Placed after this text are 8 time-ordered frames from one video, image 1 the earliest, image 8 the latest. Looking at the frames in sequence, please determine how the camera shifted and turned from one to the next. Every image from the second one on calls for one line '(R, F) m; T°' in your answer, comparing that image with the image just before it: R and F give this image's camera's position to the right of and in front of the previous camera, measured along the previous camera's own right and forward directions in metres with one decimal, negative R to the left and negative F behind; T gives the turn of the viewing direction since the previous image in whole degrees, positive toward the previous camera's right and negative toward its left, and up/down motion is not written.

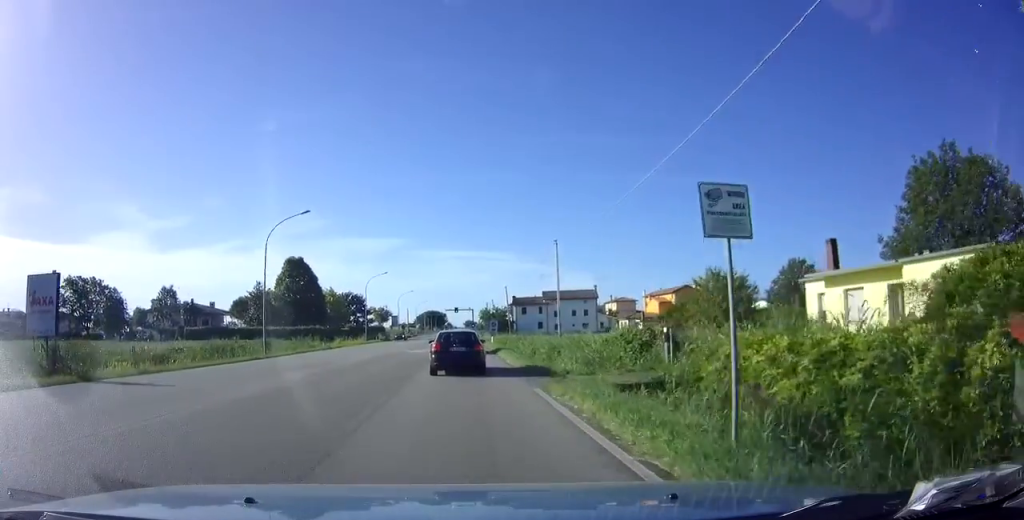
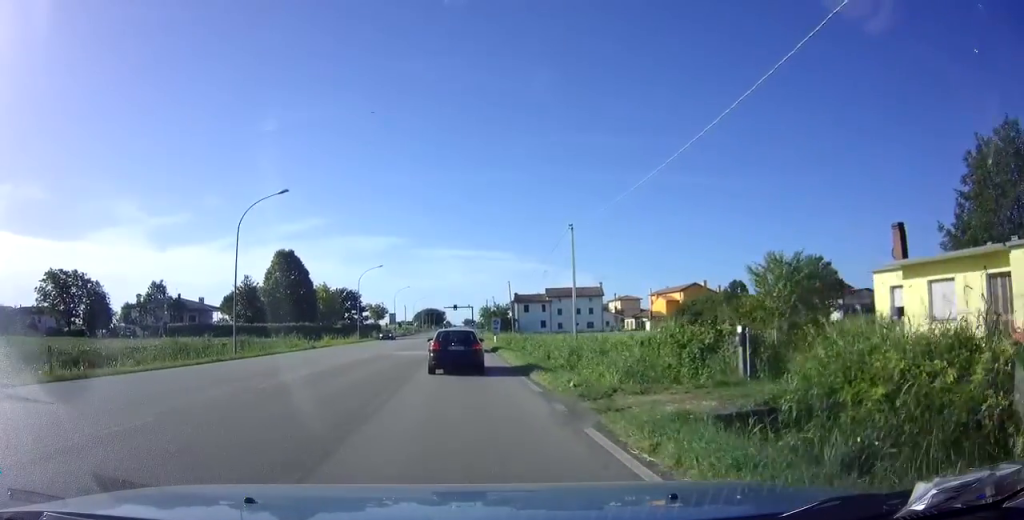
(+0.1, +5.4) m; 0°
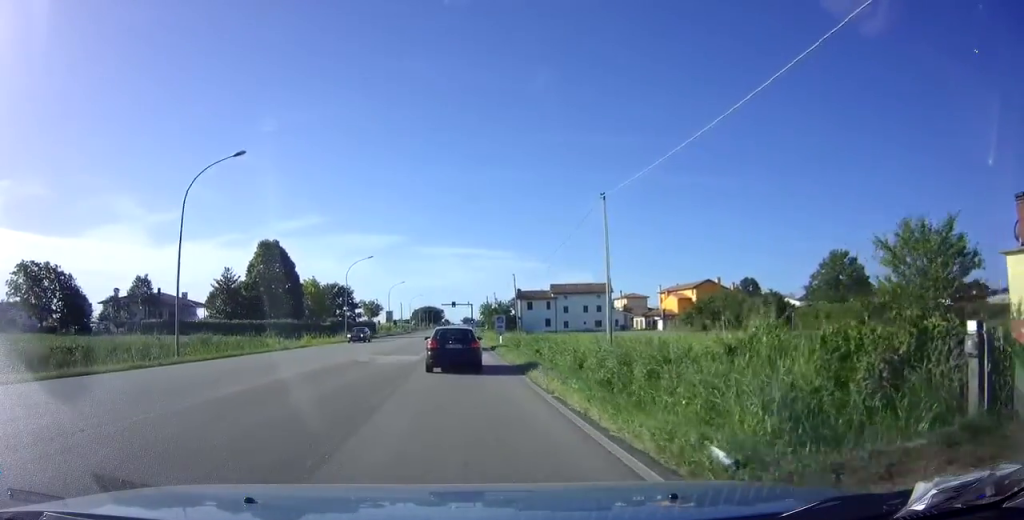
(+0.1, +6.9) m; 0°
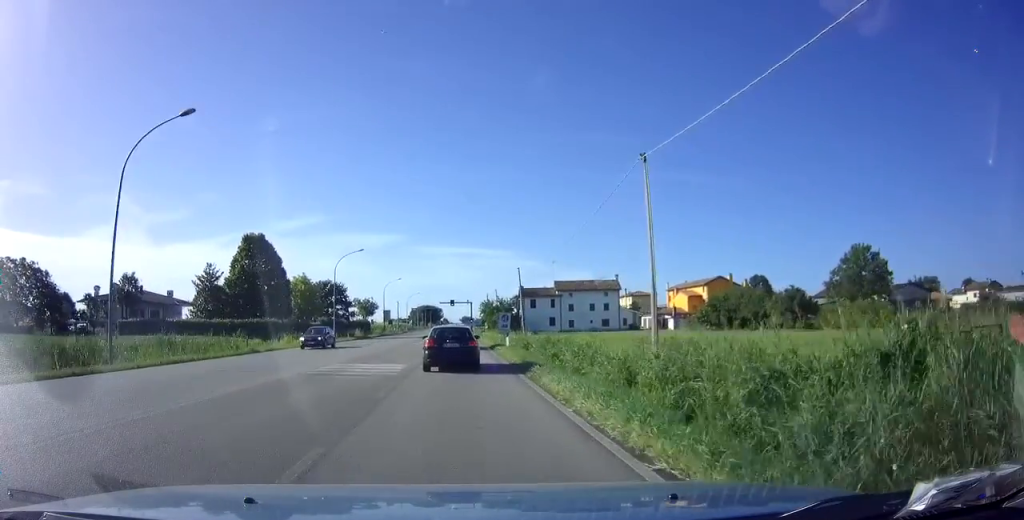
(-0.1, +5.5) m; 0°
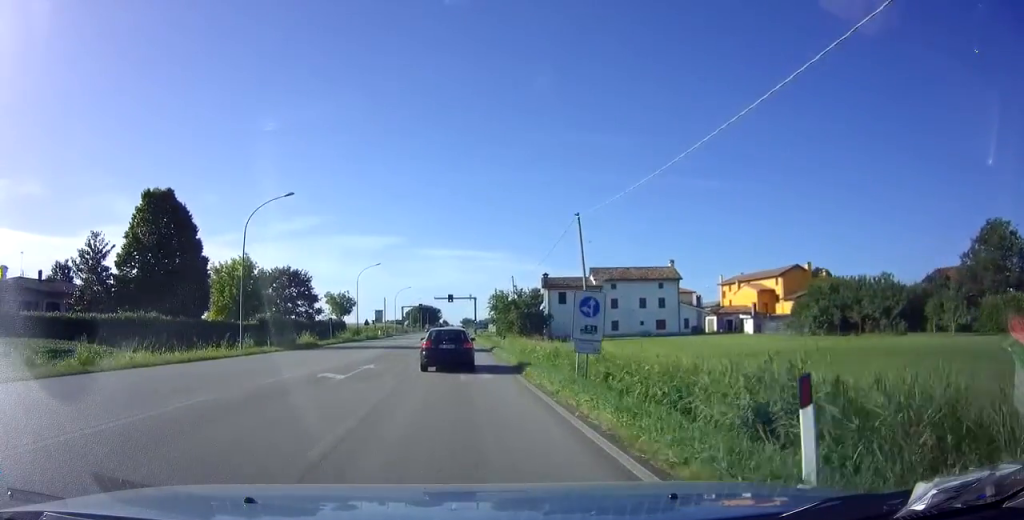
(-0.1, +26.0) m; 0°
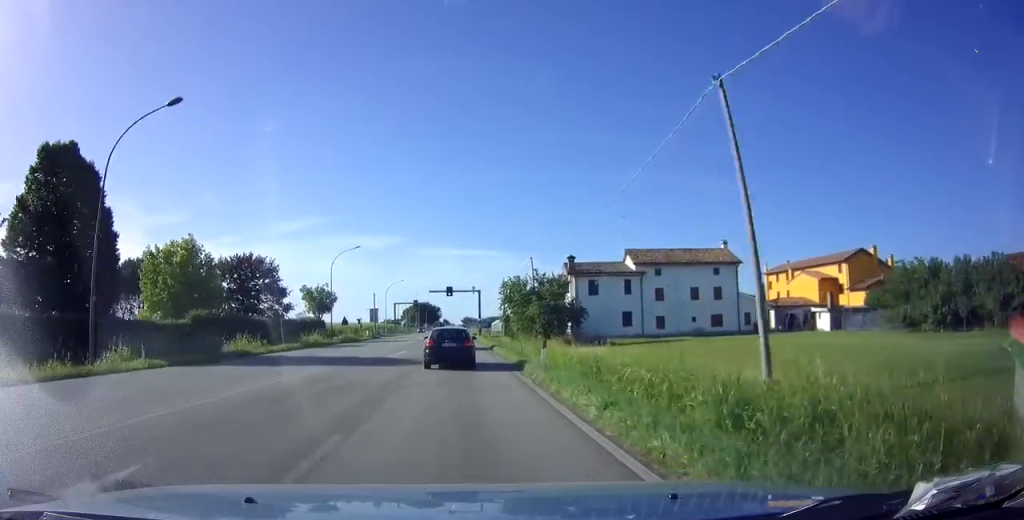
(+0.2, +15.6) m; 0°
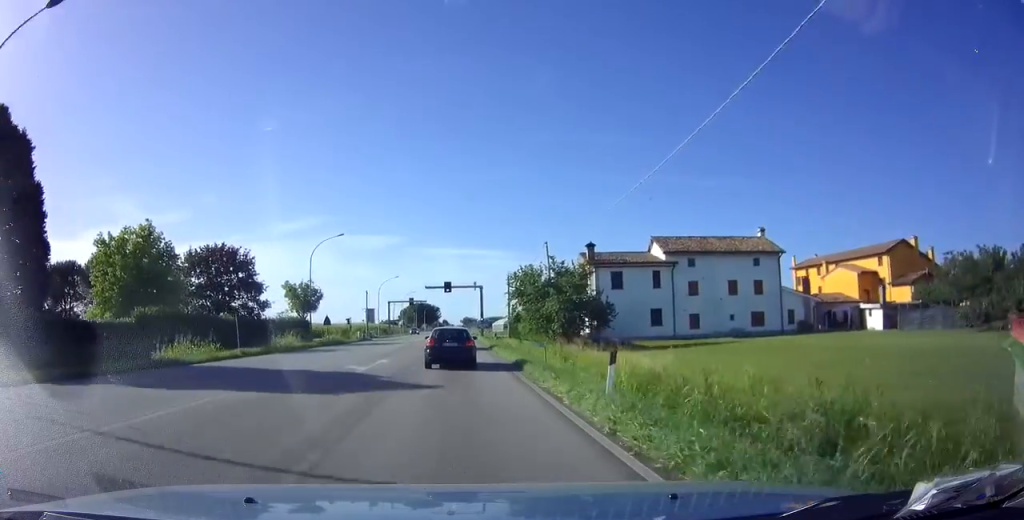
(-0.1, +7.9) m; 0°
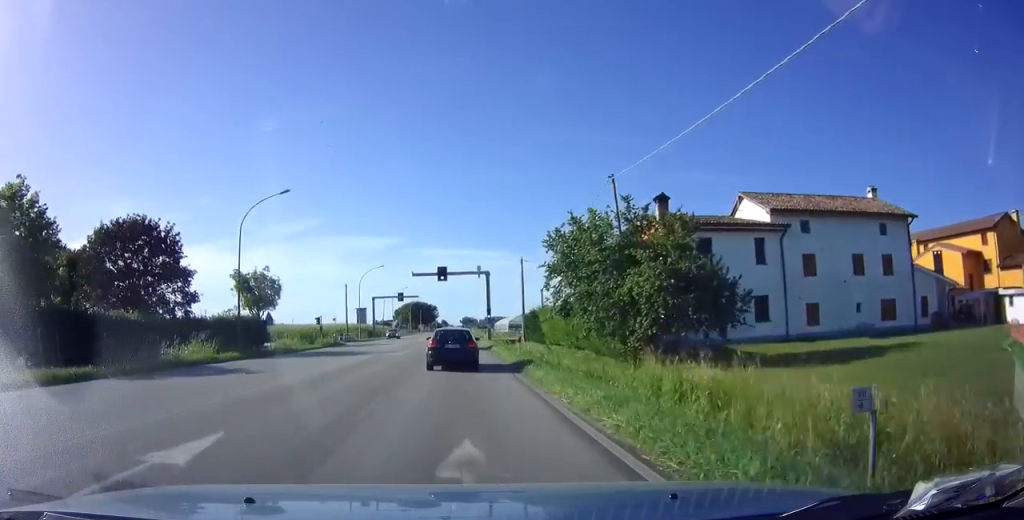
(0.0, +16.2) m; 0°
